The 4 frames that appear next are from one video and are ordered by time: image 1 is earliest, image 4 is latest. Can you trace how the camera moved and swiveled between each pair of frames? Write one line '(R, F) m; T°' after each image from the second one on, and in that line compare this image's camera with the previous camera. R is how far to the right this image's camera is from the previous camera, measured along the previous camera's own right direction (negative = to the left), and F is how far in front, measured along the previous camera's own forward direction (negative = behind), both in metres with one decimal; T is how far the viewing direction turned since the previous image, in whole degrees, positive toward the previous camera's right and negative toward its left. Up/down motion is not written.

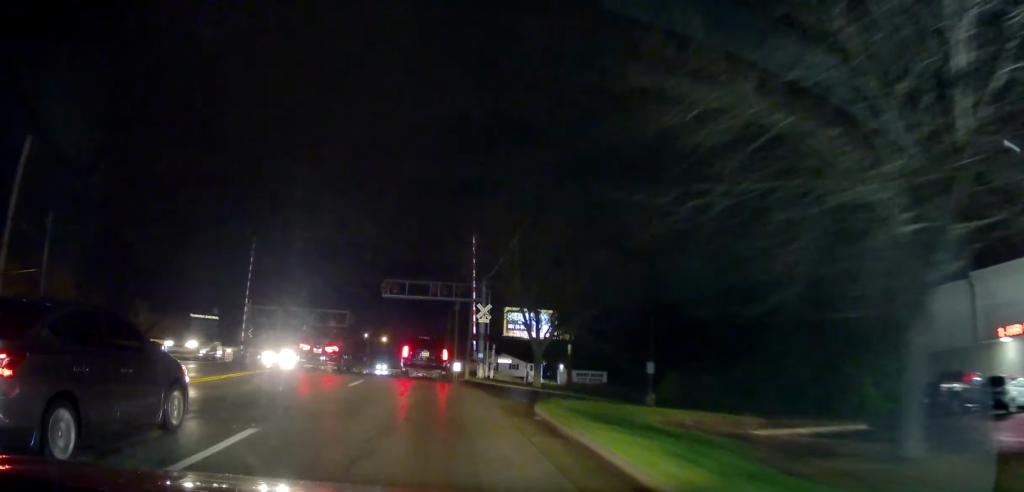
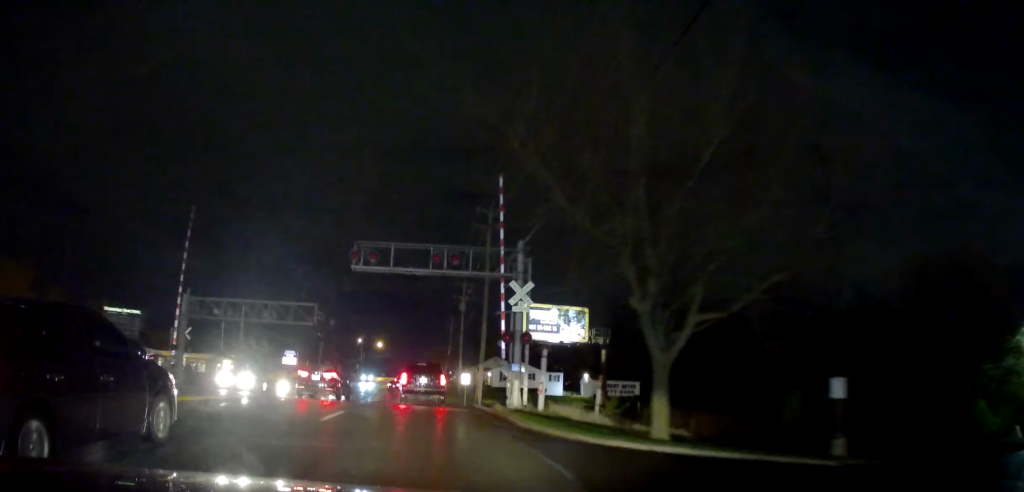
(+0.1, +17.1) m; 0°
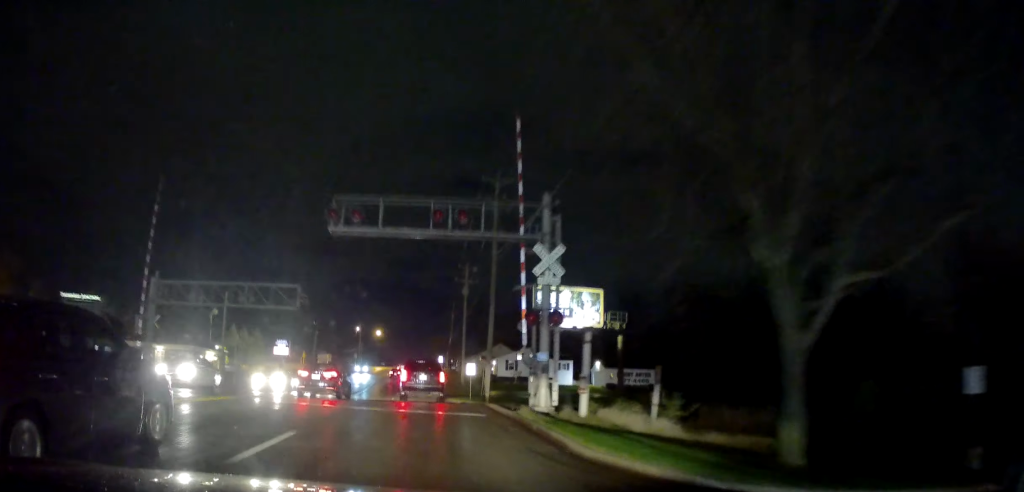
(0.0, +5.8) m; 0°
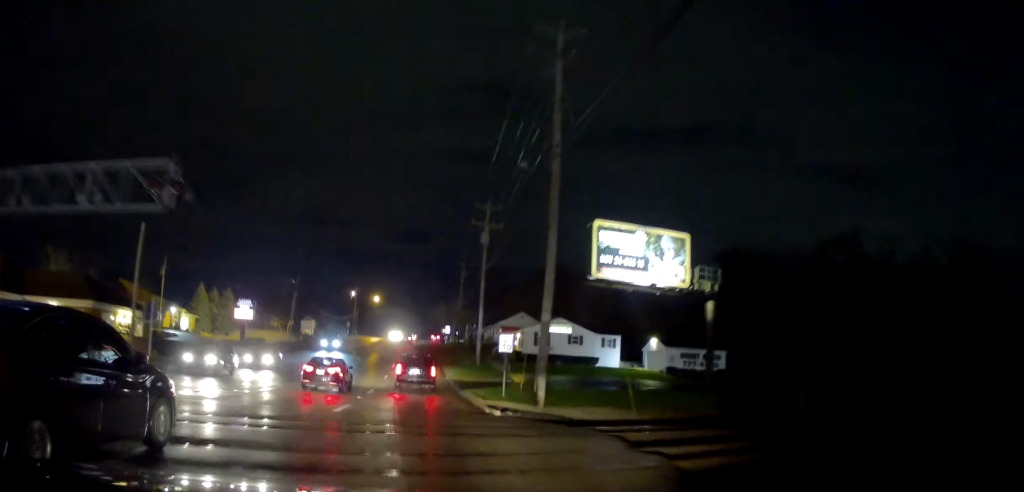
(-0.2, +20.5) m; -1°
